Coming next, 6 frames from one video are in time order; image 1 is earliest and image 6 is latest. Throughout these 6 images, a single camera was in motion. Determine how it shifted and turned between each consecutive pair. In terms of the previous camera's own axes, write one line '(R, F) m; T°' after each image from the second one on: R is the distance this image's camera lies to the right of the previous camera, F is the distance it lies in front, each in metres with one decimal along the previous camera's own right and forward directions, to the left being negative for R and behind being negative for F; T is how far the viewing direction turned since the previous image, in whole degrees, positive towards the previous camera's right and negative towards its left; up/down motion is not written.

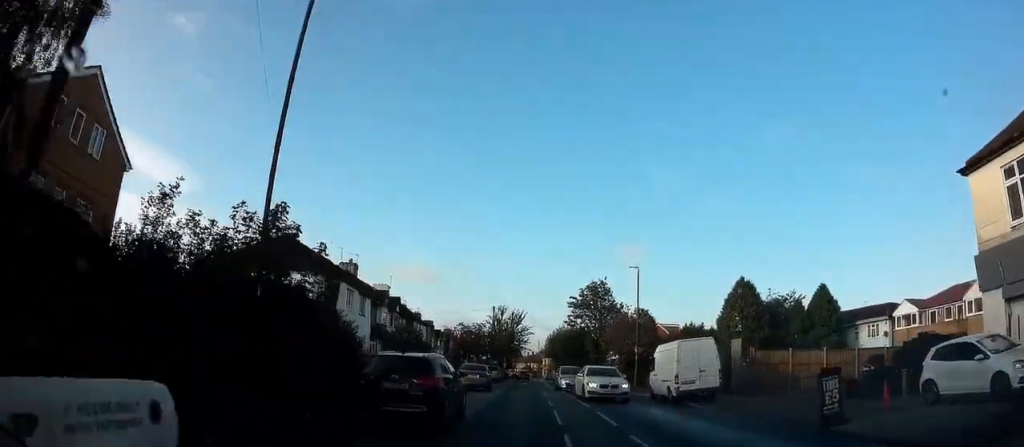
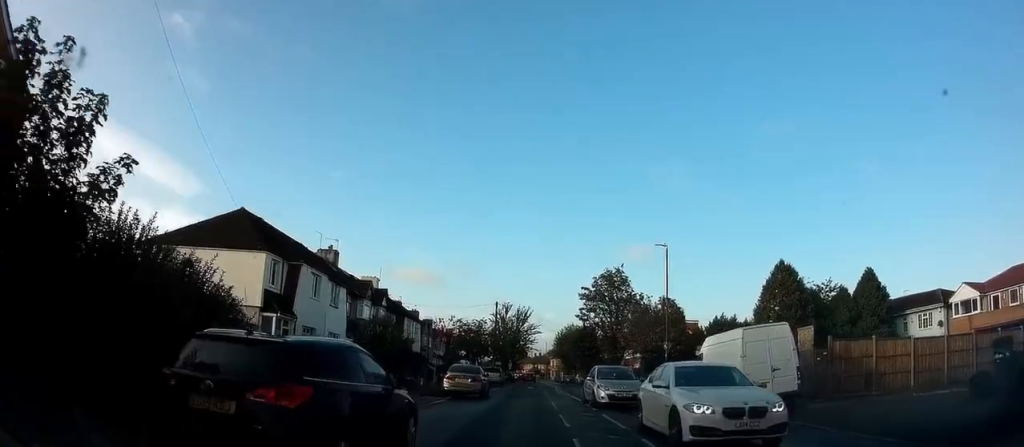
(0.0, +6.5) m; -2°
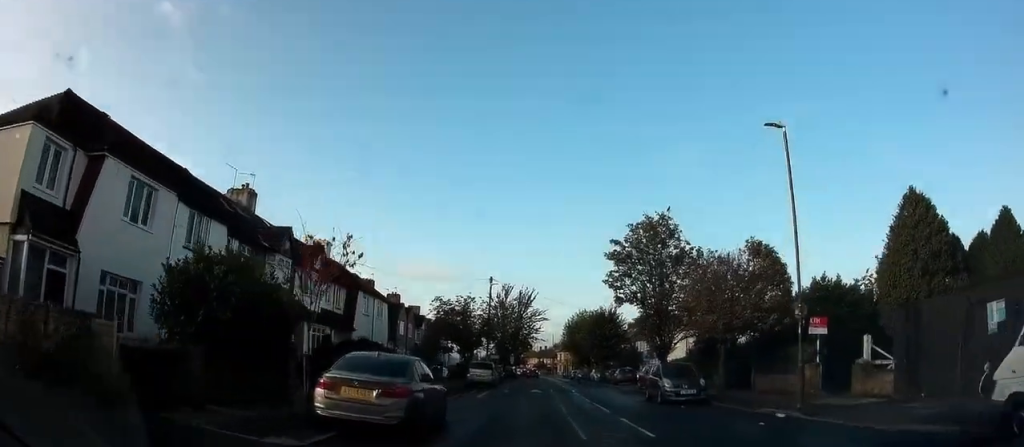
(0.0, +14.5) m; 0°
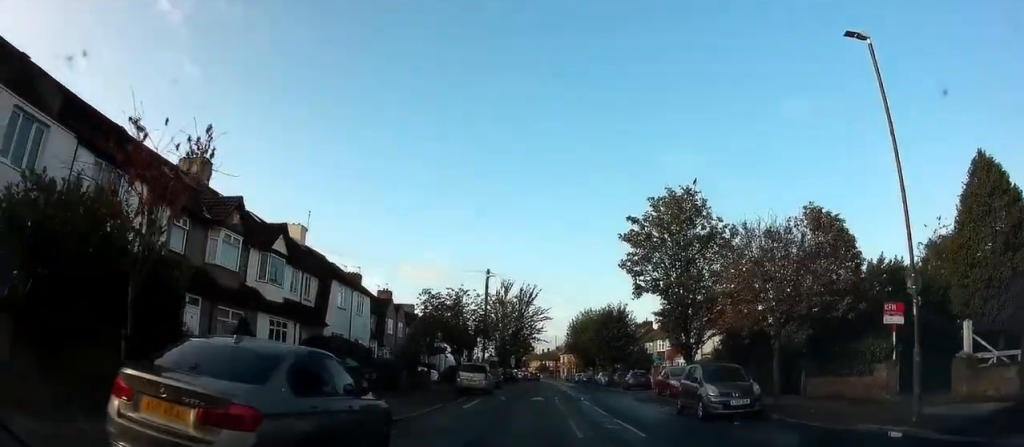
(-0.3, +5.0) m; -1°
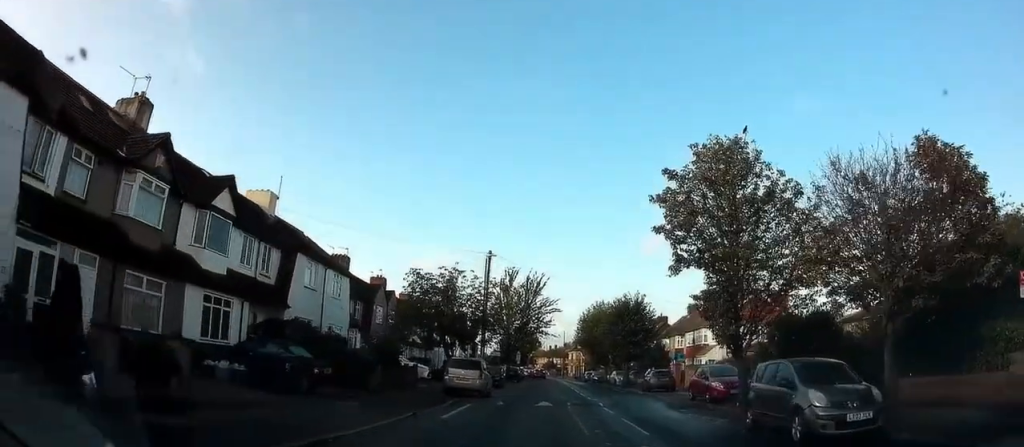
(0.0, +5.7) m; 0°
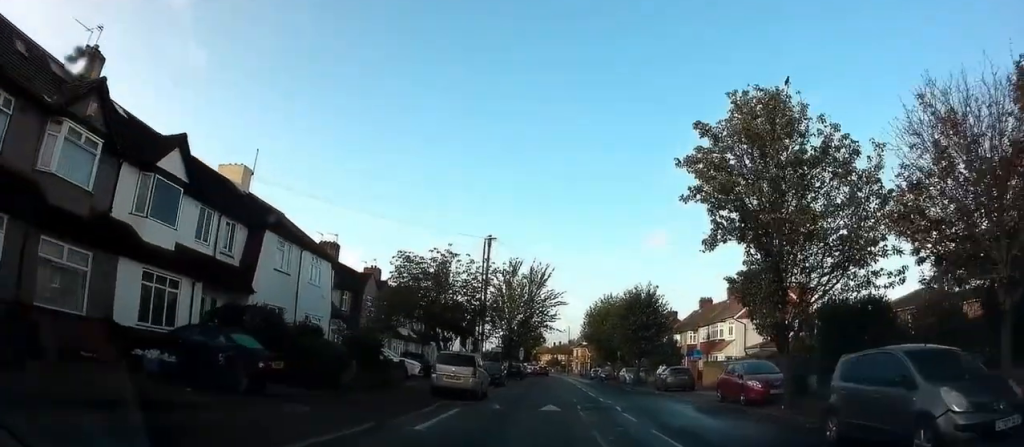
(+0.1, +3.7) m; +1°
